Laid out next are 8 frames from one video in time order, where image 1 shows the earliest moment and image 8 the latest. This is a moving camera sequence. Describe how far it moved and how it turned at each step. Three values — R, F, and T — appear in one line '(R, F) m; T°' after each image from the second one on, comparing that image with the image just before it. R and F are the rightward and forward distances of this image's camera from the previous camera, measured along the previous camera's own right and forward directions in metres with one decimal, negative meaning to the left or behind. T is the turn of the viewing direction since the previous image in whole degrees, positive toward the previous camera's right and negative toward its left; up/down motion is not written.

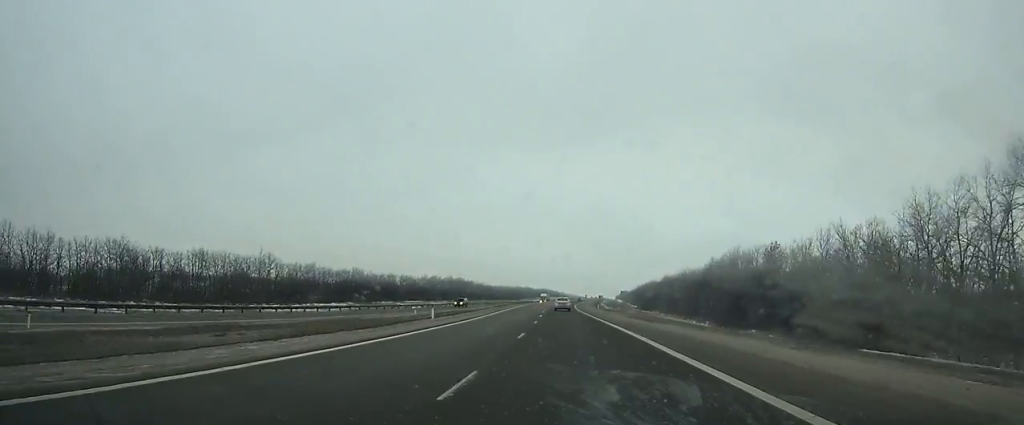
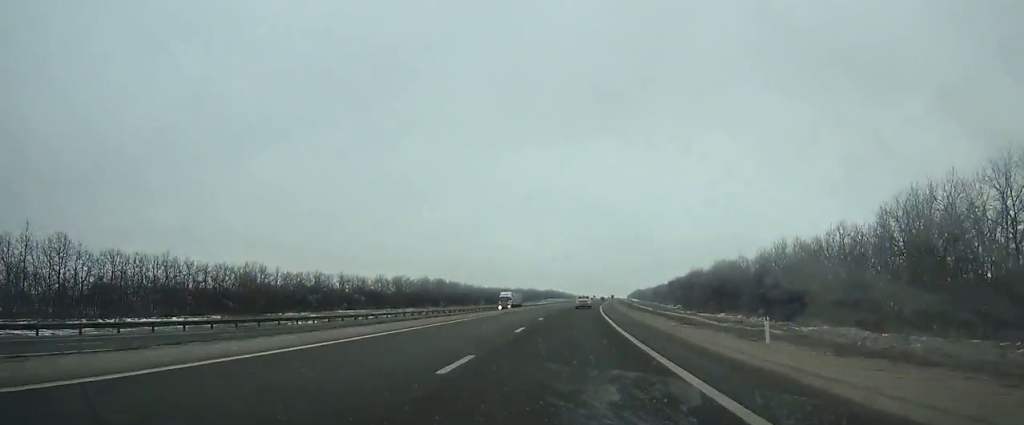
(+0.1, +75.7) m; +1°
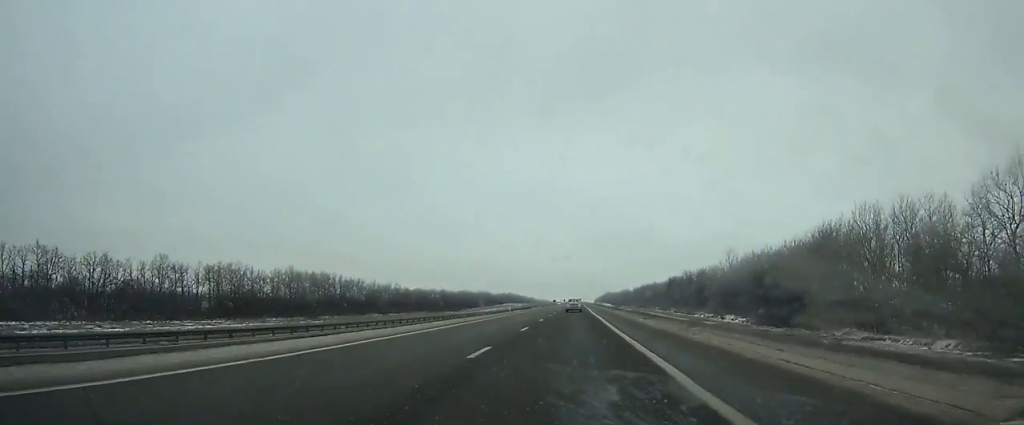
(+1.7, +95.9) m; +2°
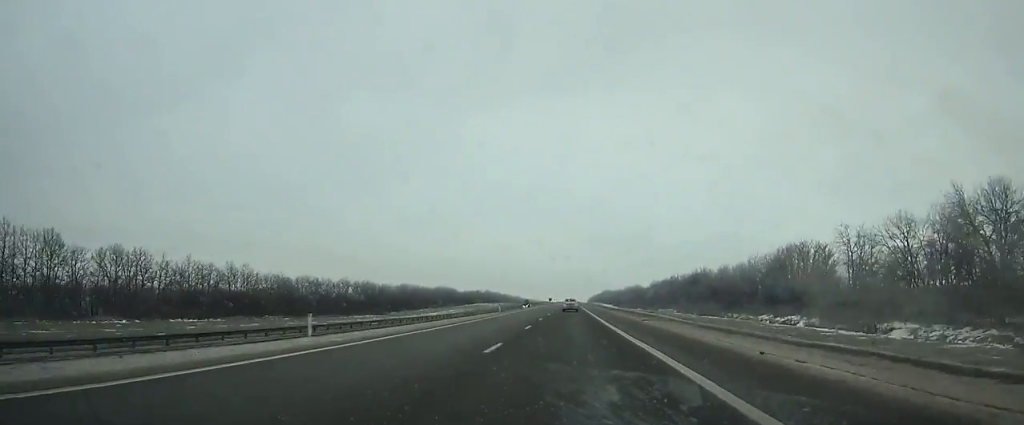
(+0.9, +106.7) m; +1°
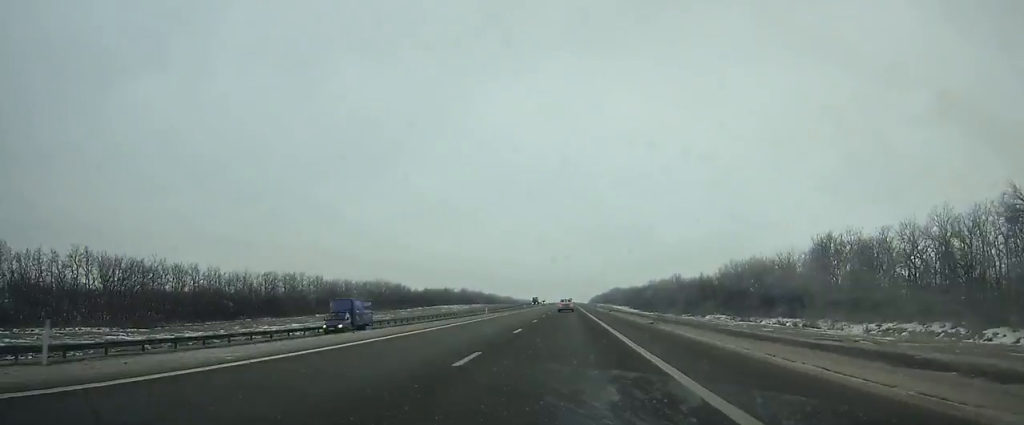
(+0.1, +102.5) m; 0°
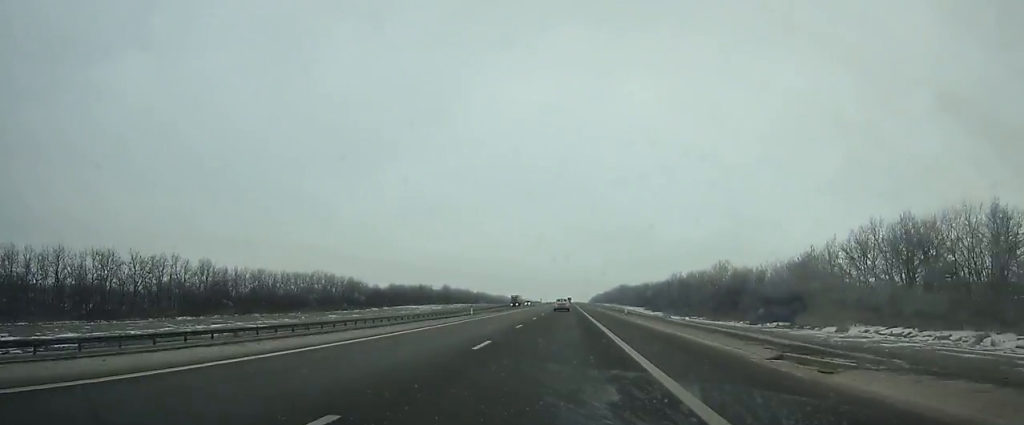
(-0.1, +49.3) m; 0°
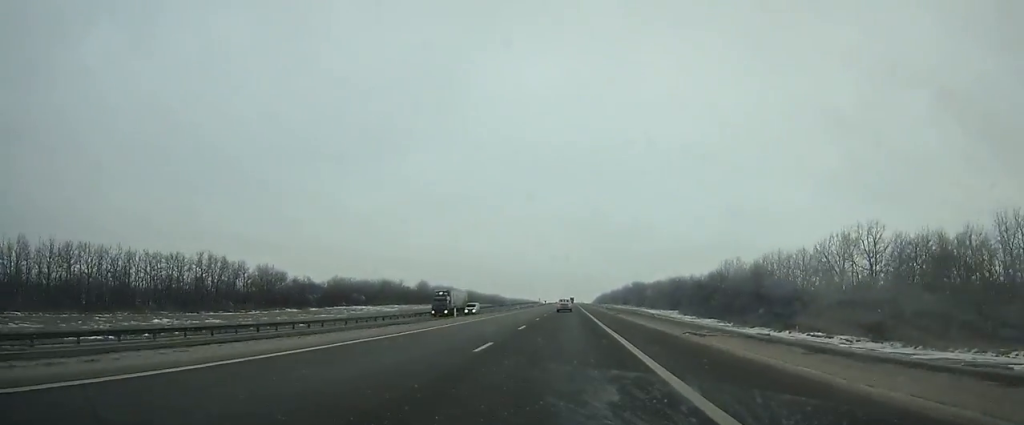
(0.0, +54.7) m; 0°
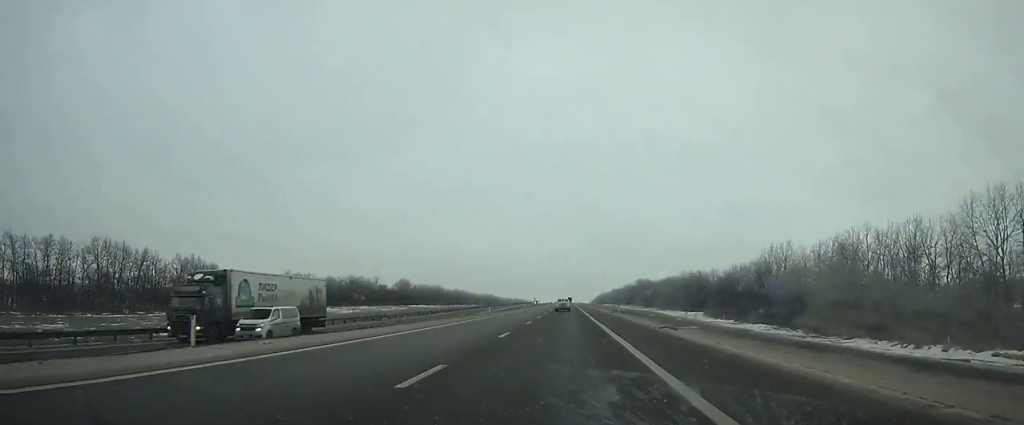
(0.0, +27.8) m; 0°
